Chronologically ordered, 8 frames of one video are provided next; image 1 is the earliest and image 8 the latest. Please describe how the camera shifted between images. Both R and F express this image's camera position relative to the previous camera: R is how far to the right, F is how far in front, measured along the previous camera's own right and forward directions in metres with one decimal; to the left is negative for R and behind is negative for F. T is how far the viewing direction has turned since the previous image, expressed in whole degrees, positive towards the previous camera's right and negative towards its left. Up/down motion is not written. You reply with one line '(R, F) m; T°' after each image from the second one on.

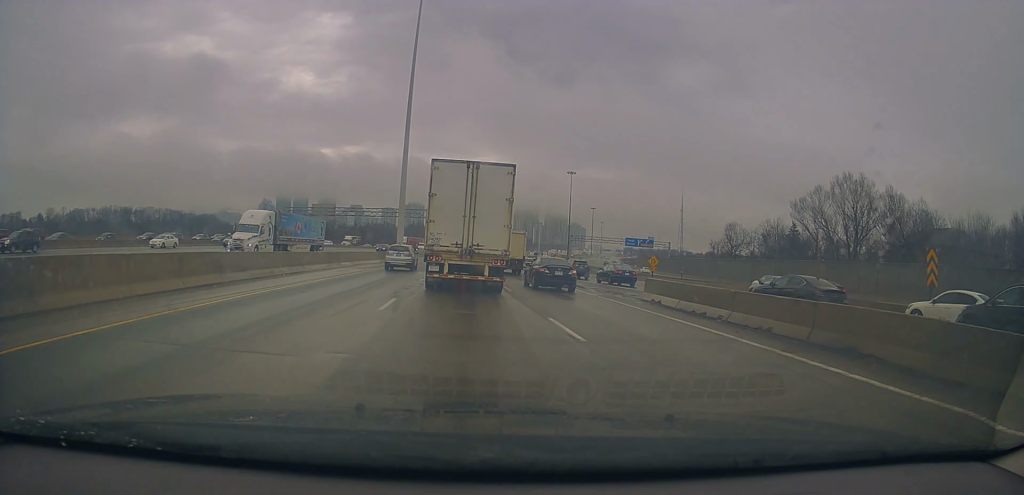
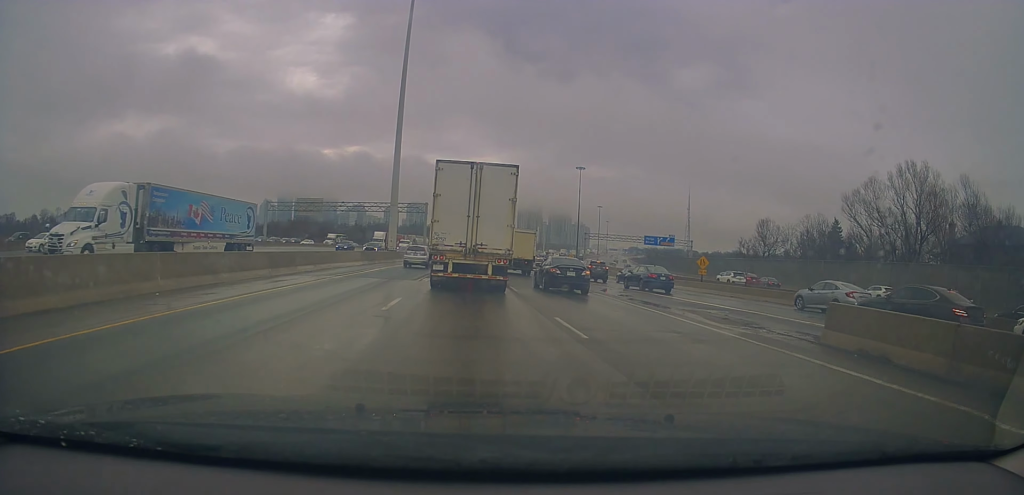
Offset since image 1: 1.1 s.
(-0.2, +12.4) m; +2°
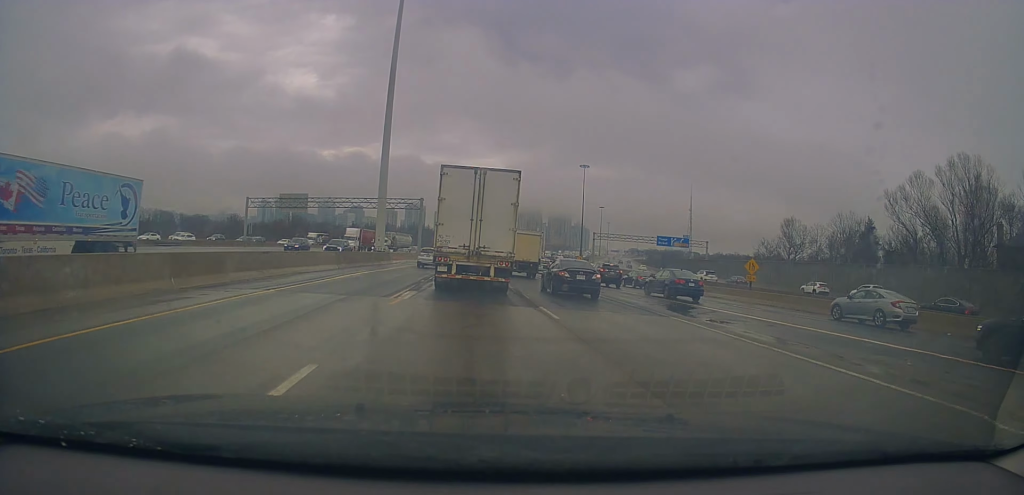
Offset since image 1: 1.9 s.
(+0.5, +9.3) m; 0°
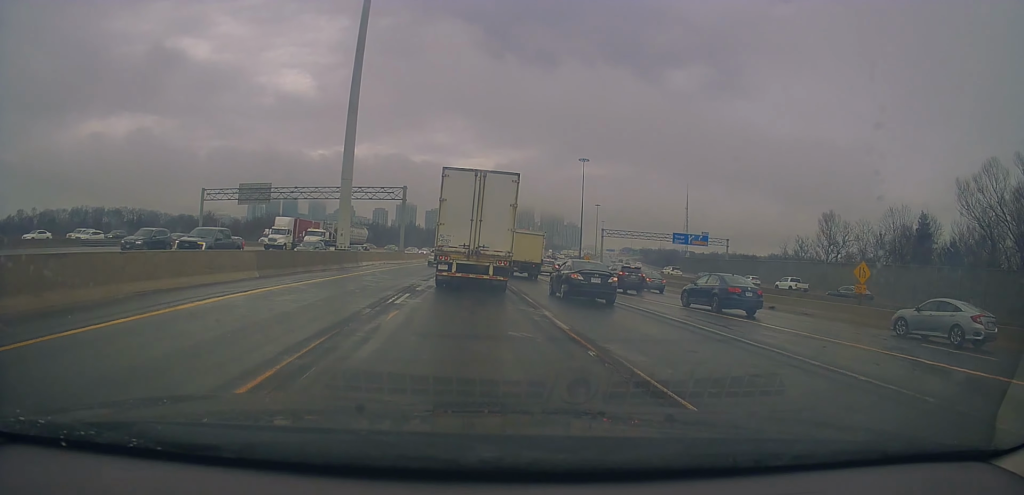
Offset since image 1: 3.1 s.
(-0.5, +13.6) m; -1°
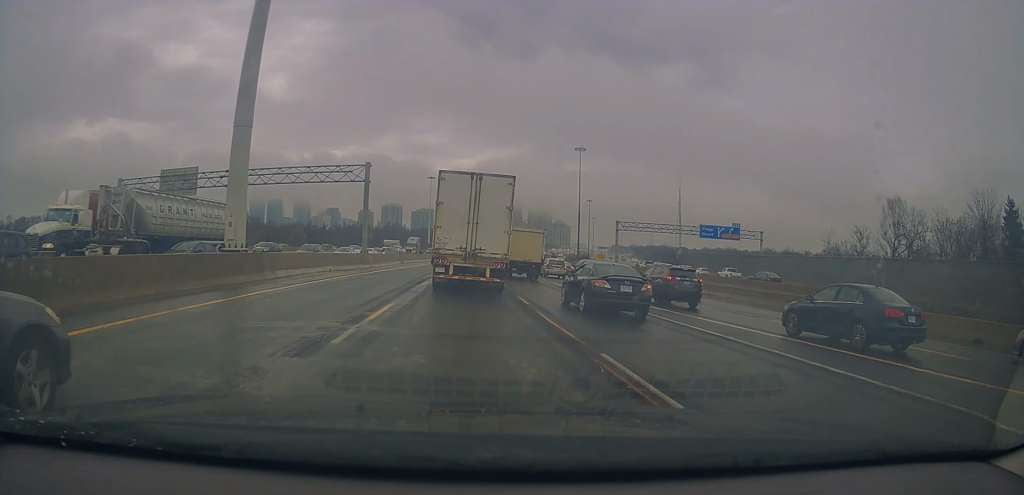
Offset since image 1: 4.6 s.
(+0.8, +17.5) m; +3°
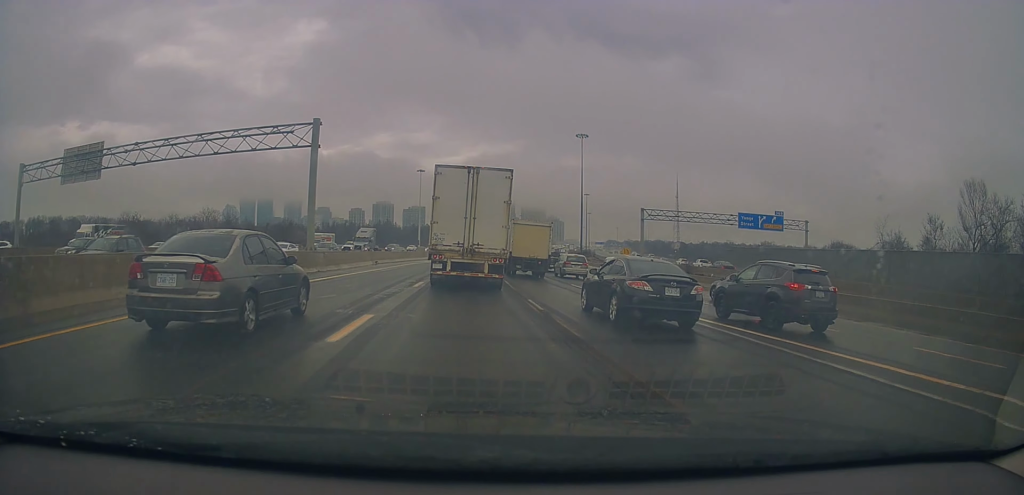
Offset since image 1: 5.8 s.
(-0.3, +15.7) m; -1°
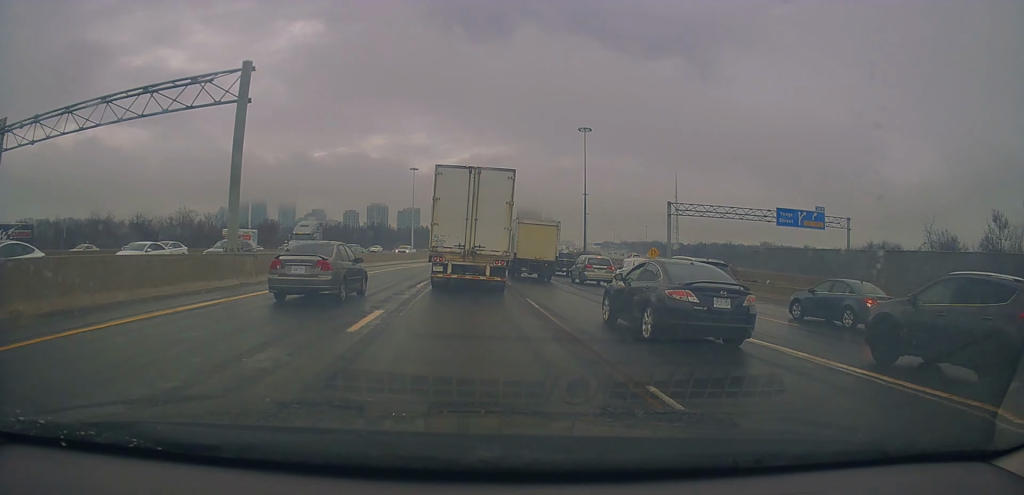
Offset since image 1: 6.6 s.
(+0.1, +10.8) m; +1°
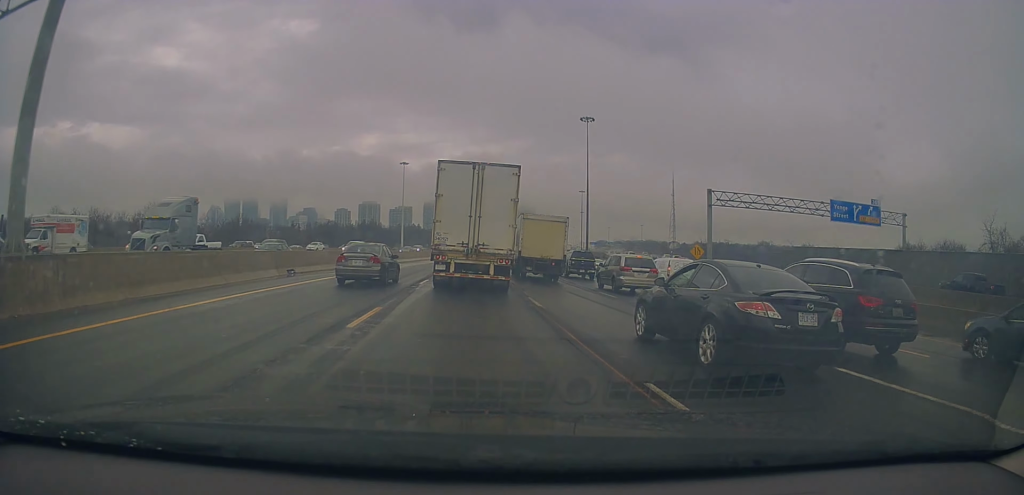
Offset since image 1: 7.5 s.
(+0.3, +12.1) m; +2°
